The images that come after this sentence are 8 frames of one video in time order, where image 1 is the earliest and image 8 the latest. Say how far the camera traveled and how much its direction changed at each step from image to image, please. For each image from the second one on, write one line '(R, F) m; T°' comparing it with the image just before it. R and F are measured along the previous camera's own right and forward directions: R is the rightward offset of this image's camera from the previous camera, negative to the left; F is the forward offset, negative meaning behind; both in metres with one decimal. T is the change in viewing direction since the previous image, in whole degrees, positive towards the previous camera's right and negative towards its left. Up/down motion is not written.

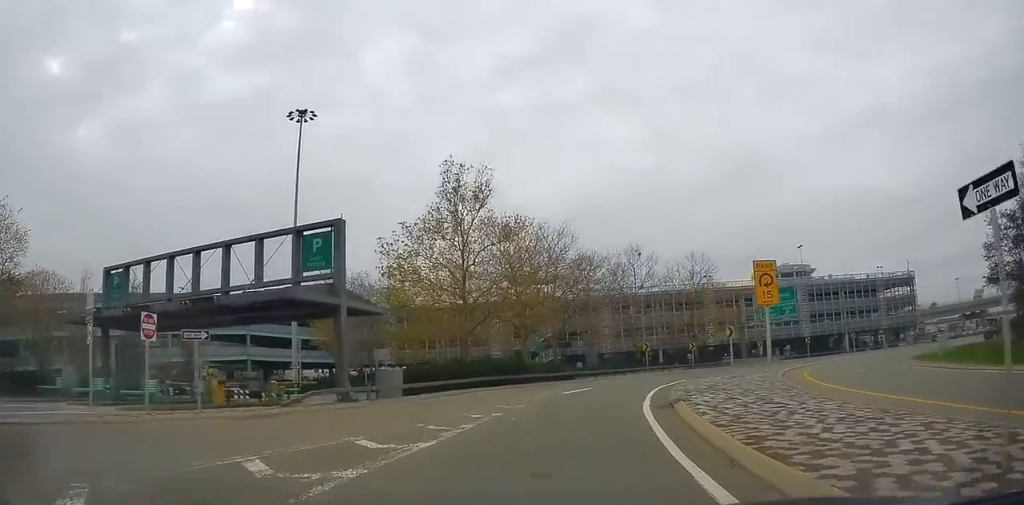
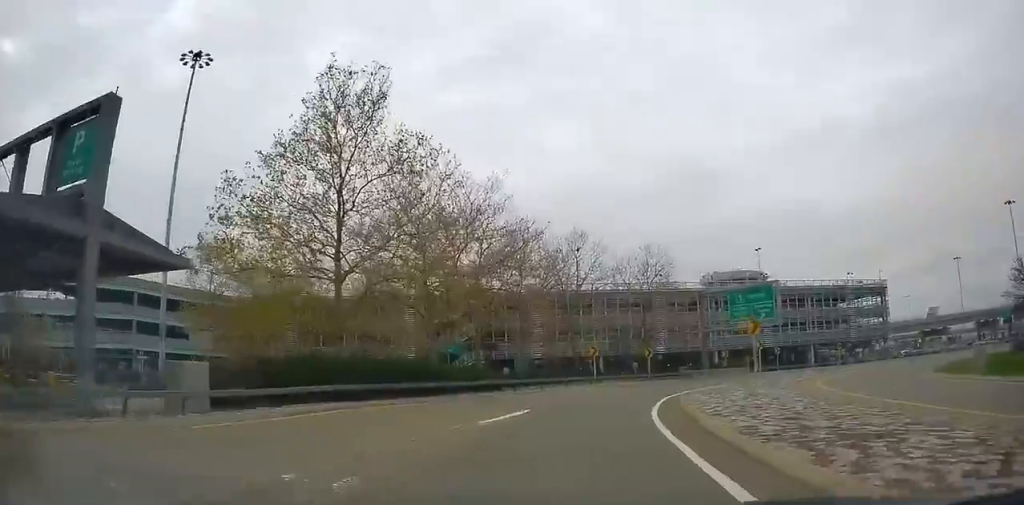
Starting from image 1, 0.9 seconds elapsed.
(+1.2, +12.7) m; +9°
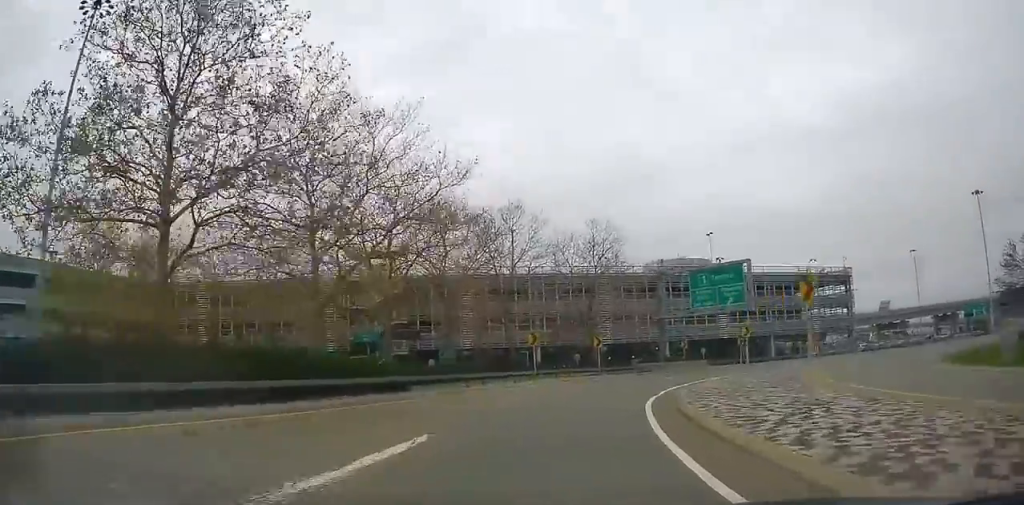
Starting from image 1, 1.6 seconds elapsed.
(+0.4, +8.6) m; +4°
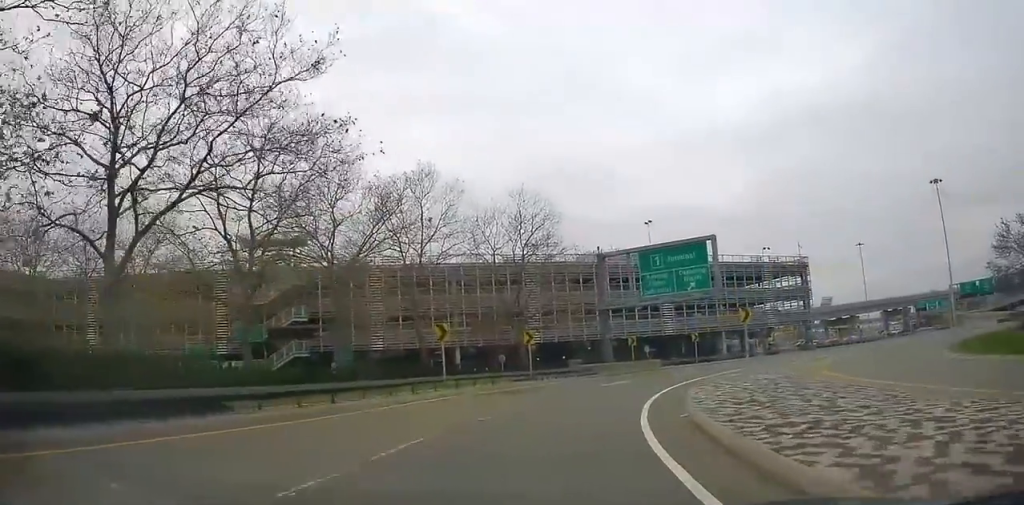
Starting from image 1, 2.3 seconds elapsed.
(+0.2, +9.8) m; +6°
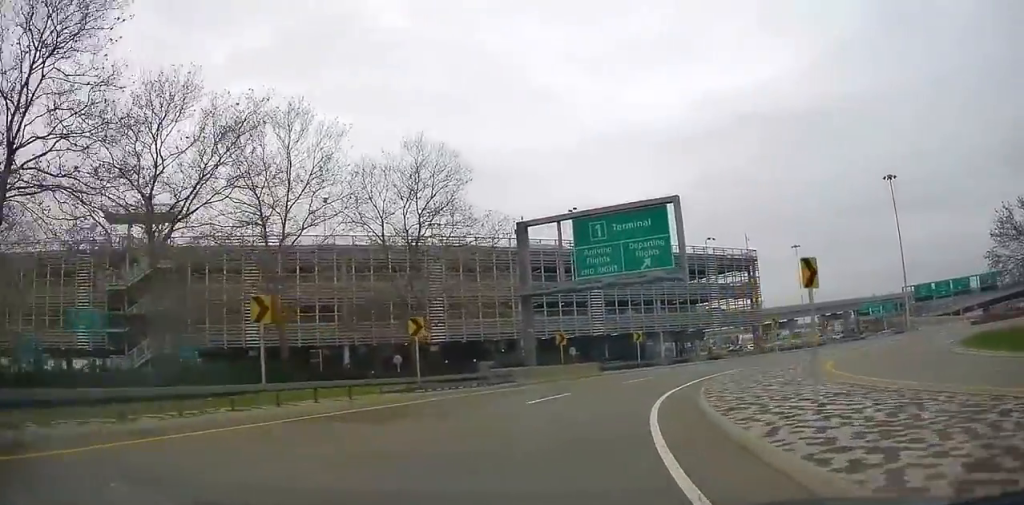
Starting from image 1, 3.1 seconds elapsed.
(+0.8, +11.4) m; +8°
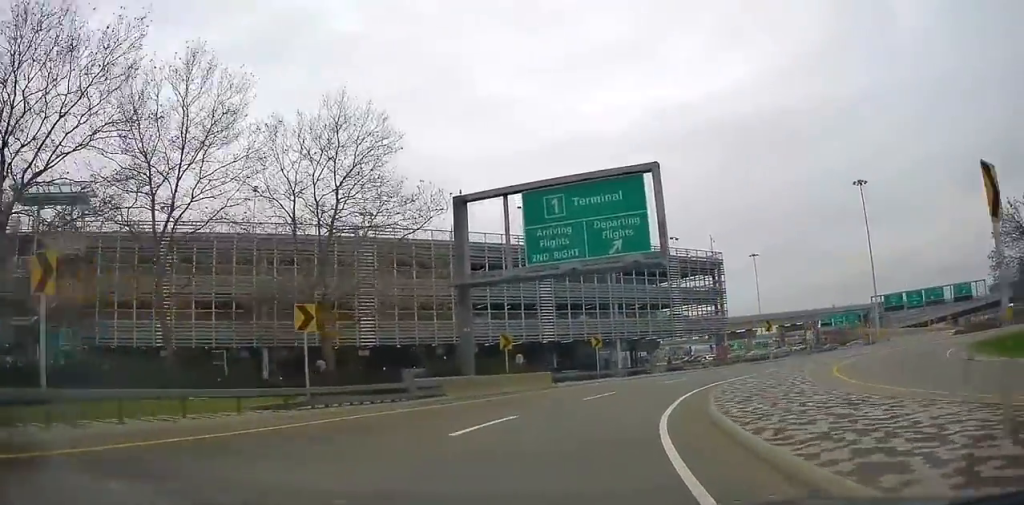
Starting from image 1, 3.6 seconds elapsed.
(+0.3, +6.9) m; +5°
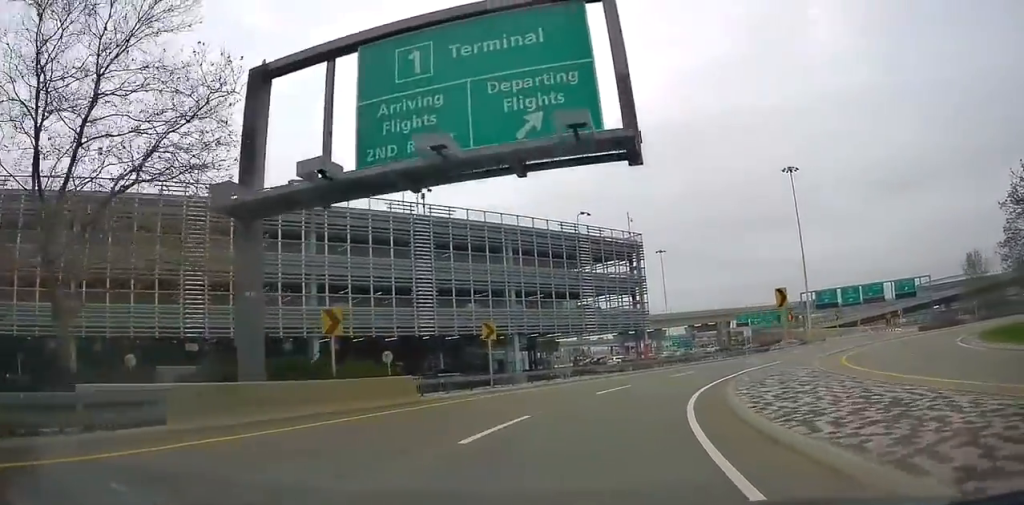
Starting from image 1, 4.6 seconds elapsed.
(+0.6, +12.7) m; +7°
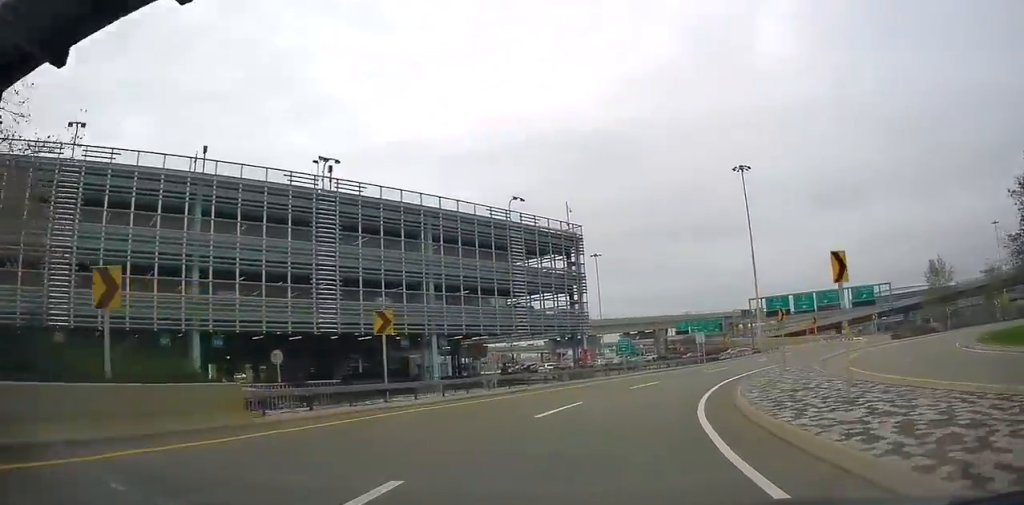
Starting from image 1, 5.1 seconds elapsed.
(+0.5, +7.4) m; +6°
